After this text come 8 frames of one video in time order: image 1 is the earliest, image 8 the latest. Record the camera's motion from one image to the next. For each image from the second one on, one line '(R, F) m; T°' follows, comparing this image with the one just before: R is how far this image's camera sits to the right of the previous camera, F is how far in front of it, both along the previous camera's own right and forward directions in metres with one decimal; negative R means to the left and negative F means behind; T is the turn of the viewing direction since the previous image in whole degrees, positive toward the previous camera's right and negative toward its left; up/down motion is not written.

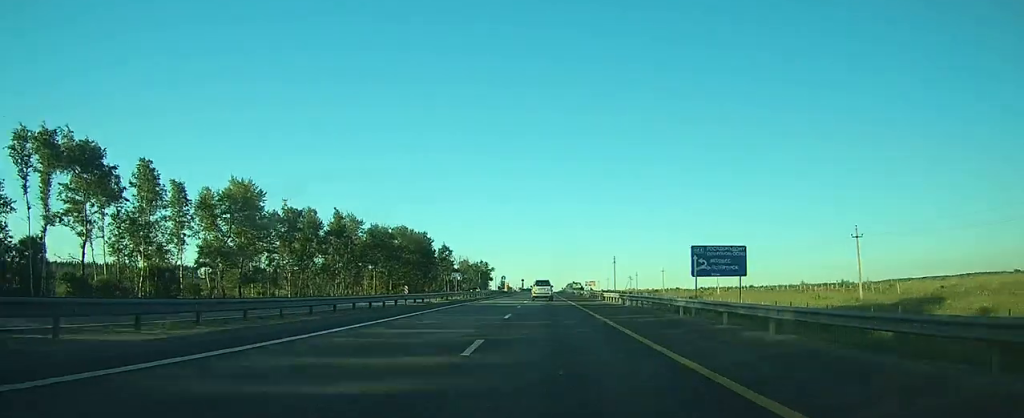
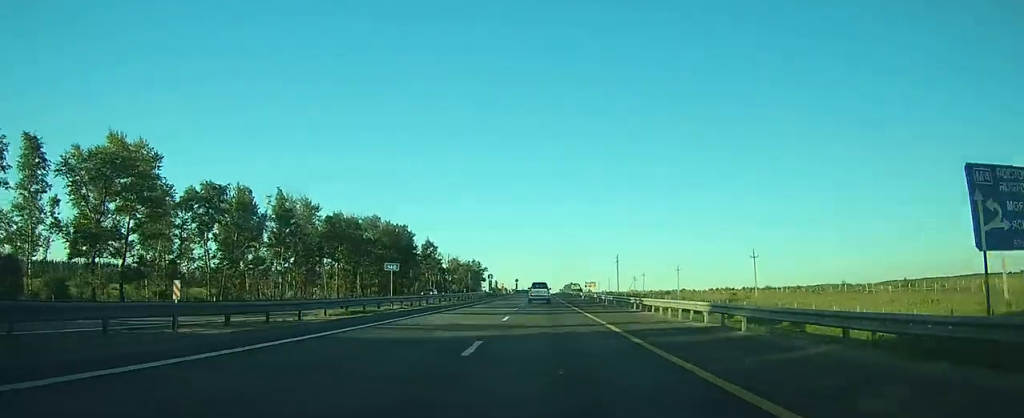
(0.0, +23.7) m; 0°
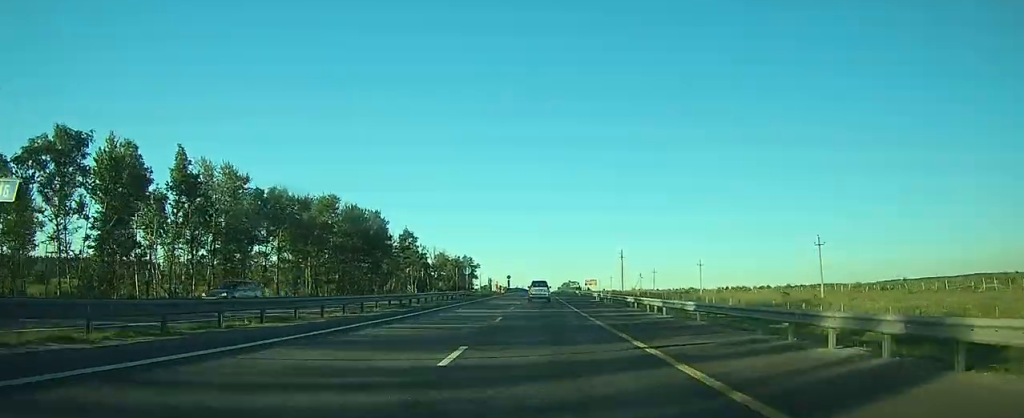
(0.0, +25.5) m; 0°
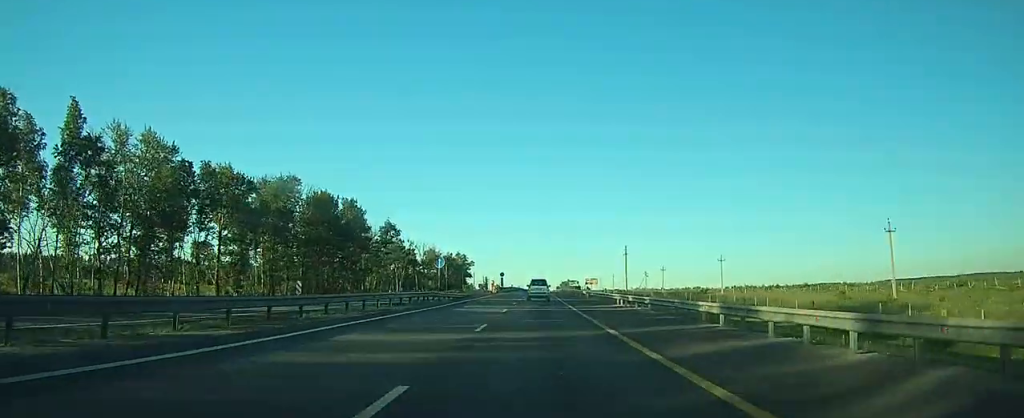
(0.0, +17.0) m; 0°
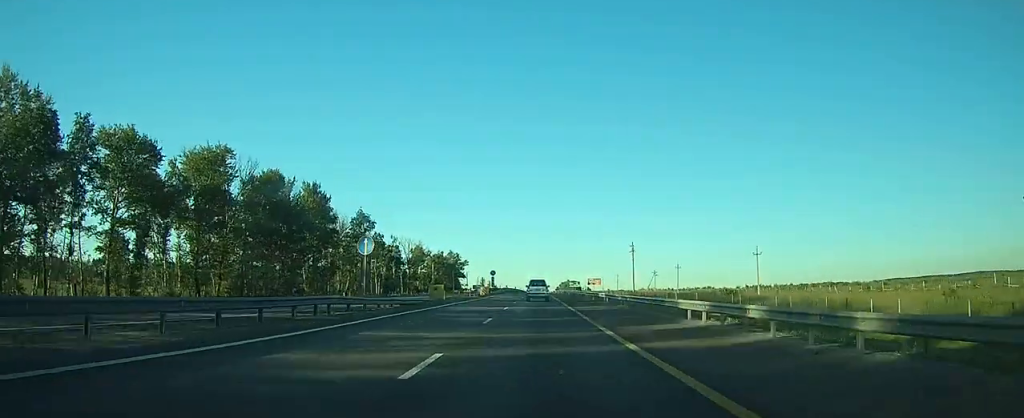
(+0.1, +20.4) m; +1°
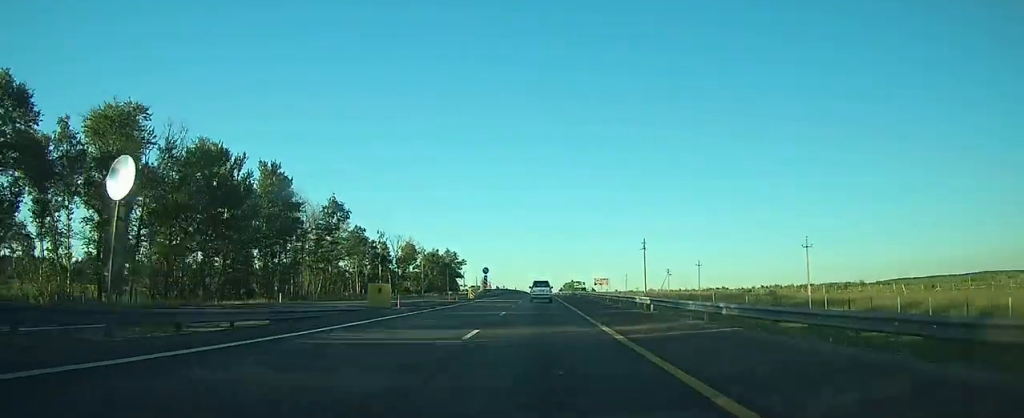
(+0.1, +17.9) m; 0°
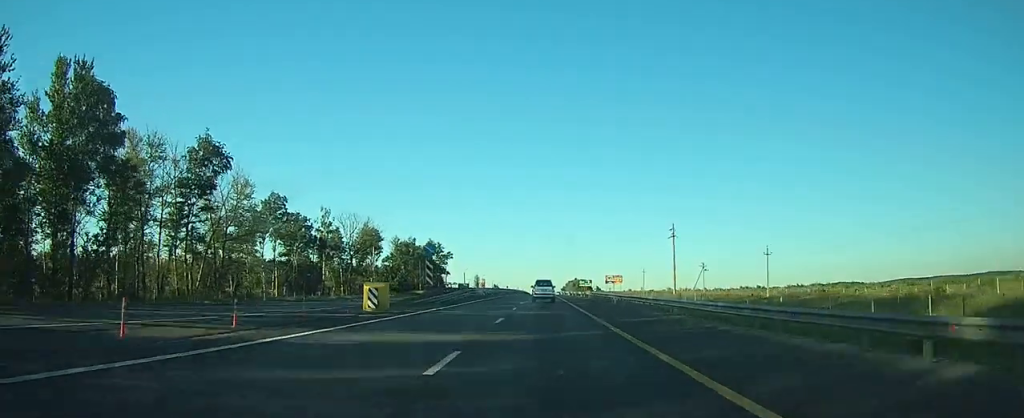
(-0.1, +41.8) m; 0°
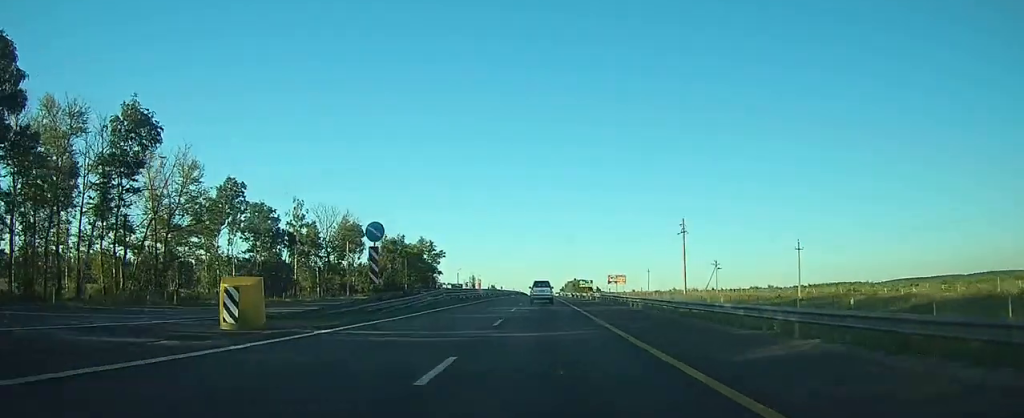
(0.0, +12.8) m; 0°
